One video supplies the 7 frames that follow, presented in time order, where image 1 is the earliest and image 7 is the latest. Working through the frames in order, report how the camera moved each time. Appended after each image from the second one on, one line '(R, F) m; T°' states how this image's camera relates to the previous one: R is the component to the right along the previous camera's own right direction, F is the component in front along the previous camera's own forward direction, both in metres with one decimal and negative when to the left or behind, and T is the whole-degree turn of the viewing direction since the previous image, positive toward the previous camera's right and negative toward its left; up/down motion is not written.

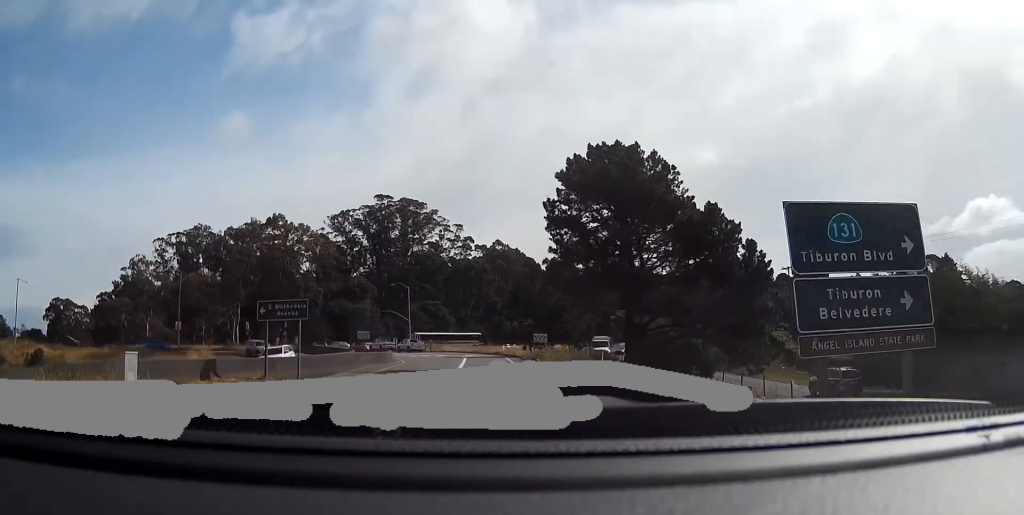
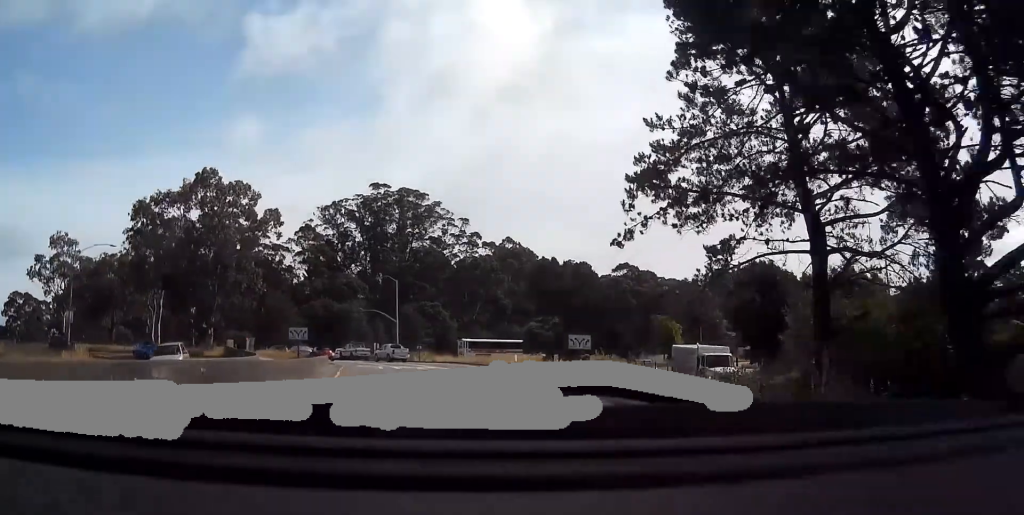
(+1.3, +27.5) m; +5°
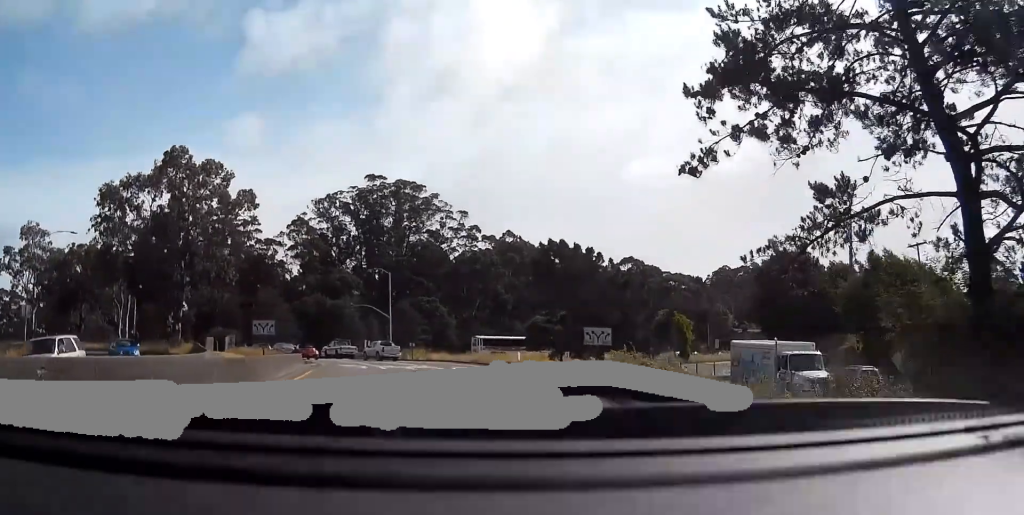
(0.0, +7.7) m; 0°
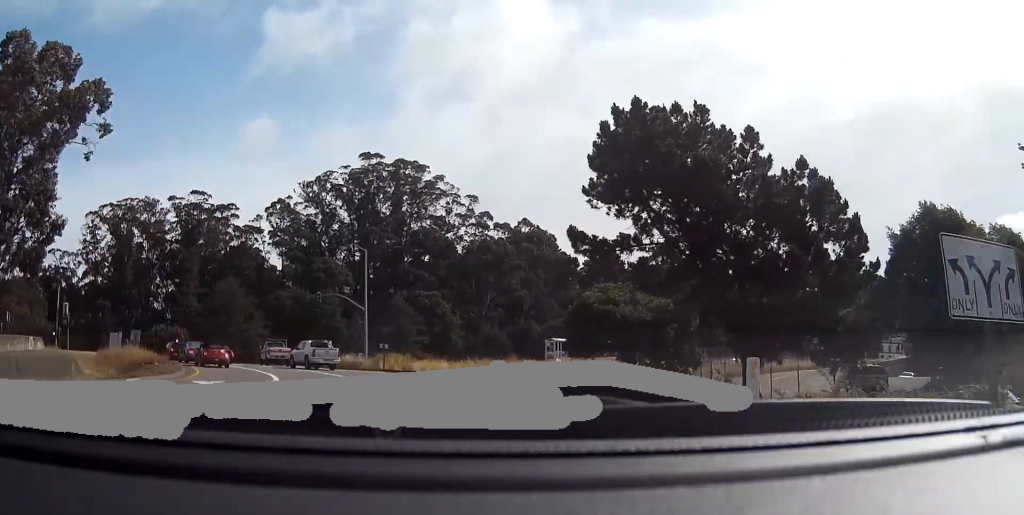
(-0.3, +29.1) m; -2°
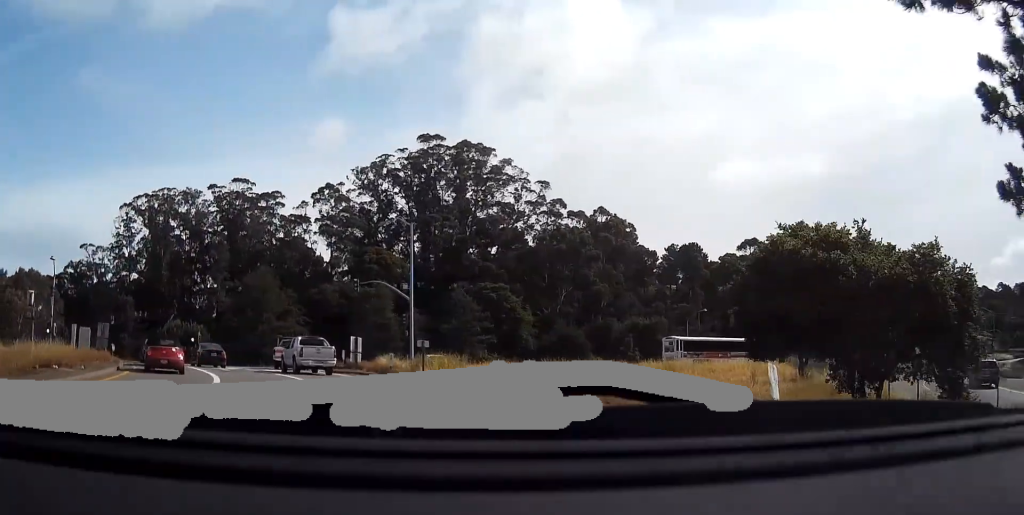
(-0.4, +16.6) m; -6°
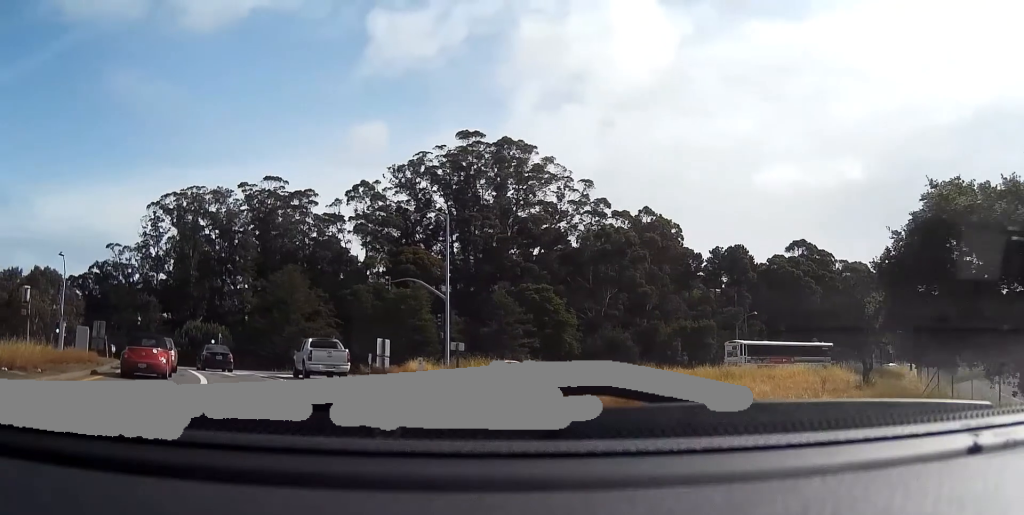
(-0.4, +5.4) m; -3°
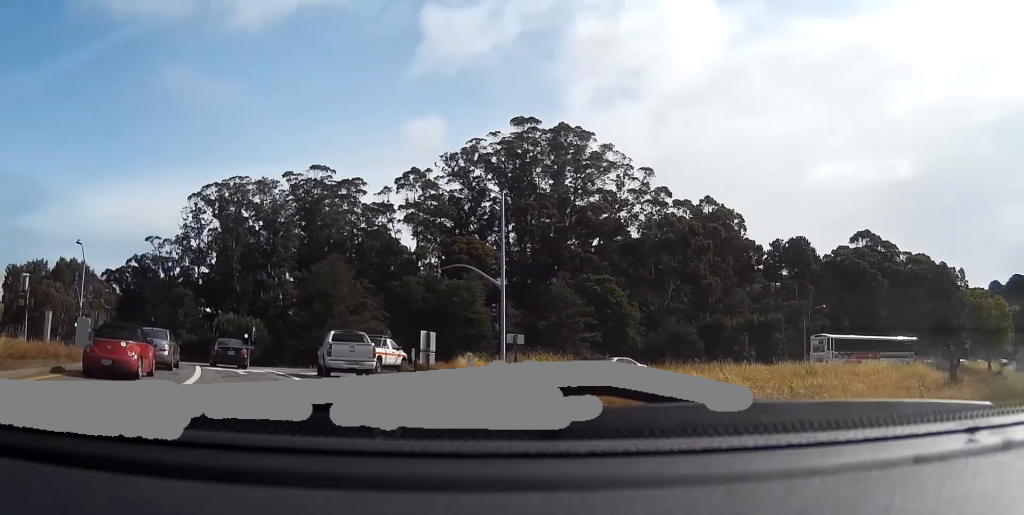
(-0.3, +6.4) m; -3°
